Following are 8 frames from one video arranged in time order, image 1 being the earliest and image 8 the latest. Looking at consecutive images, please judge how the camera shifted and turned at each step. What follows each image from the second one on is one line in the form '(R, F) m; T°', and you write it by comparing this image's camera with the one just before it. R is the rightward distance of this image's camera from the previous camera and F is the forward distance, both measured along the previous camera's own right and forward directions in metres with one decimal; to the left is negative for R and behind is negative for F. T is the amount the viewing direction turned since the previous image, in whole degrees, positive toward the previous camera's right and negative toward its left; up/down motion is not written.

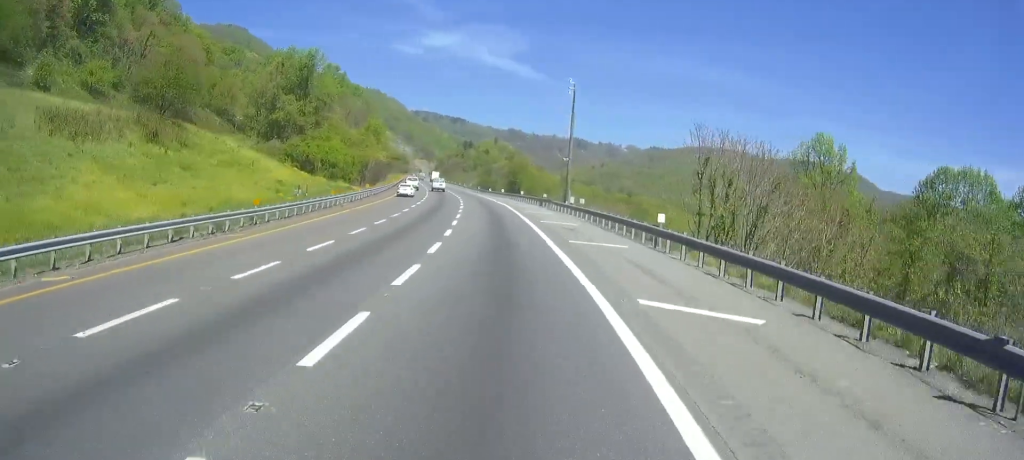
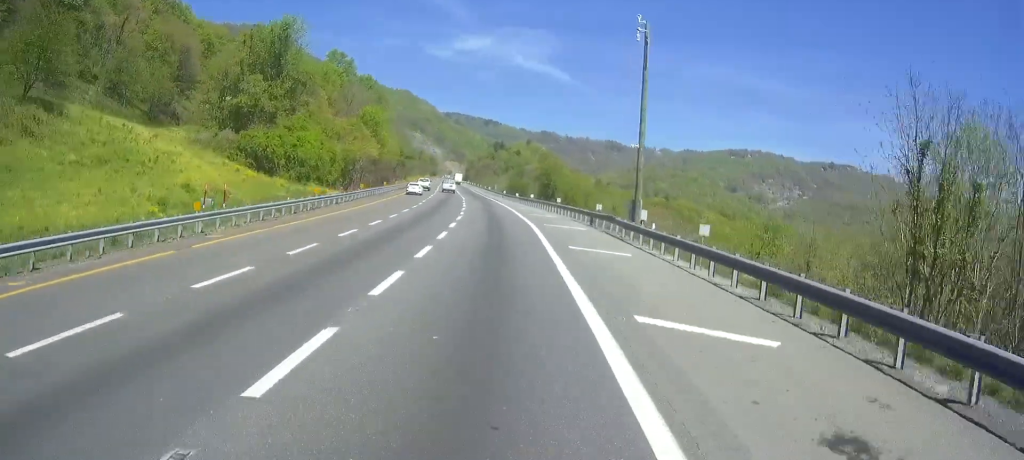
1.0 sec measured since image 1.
(0.0, +25.7) m; 0°
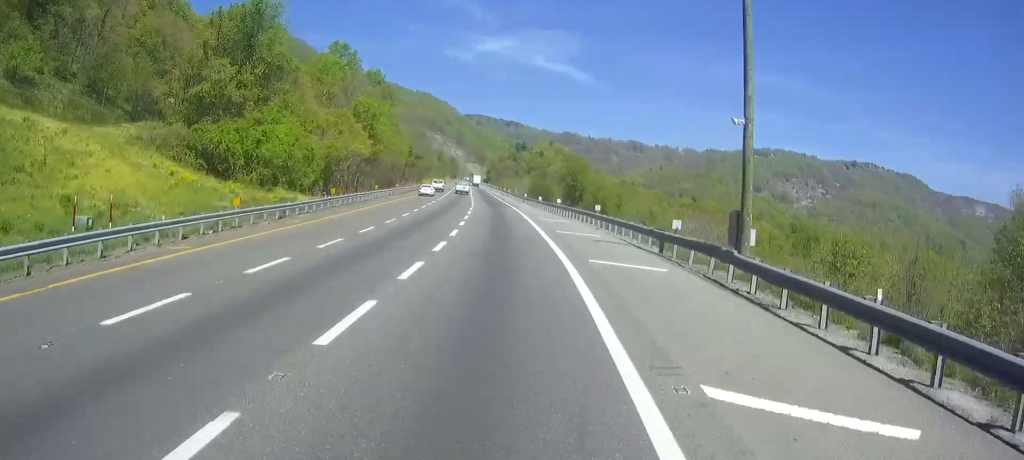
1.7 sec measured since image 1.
(0.0, +15.7) m; -3°
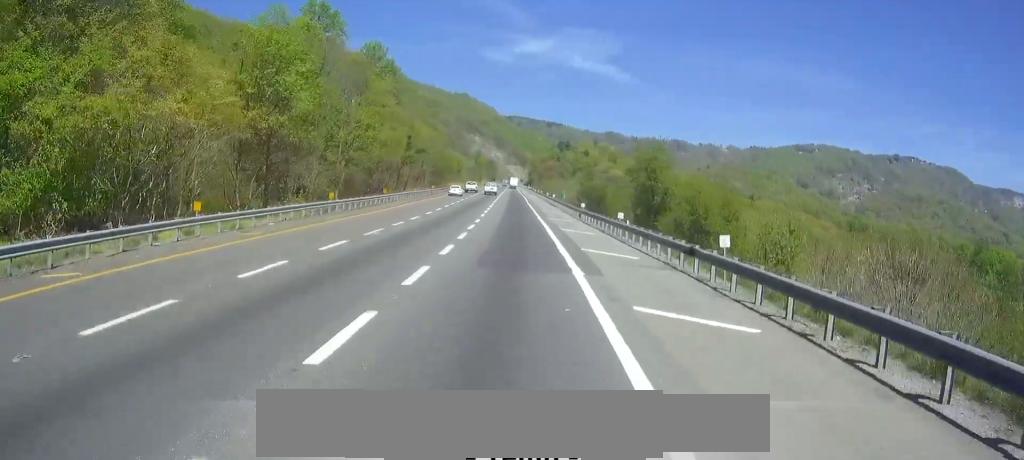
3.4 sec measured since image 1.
(-3.0, +42.8) m; -6°
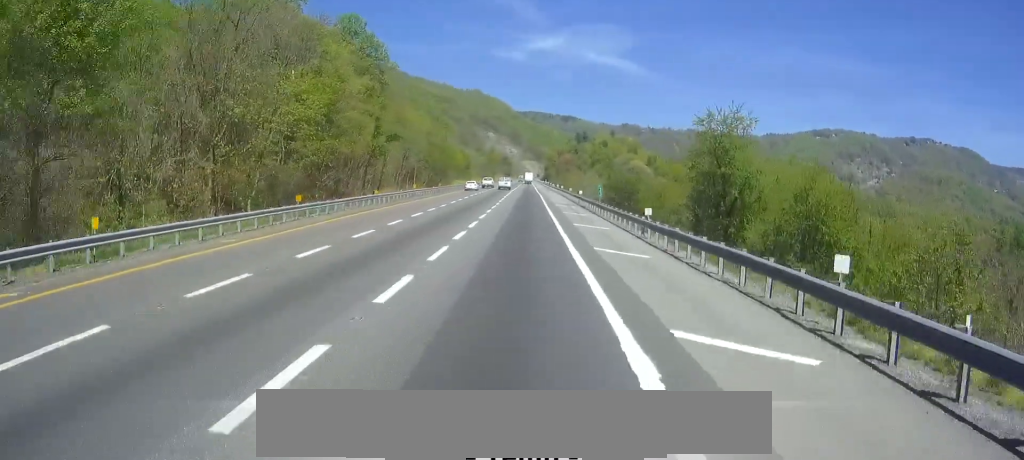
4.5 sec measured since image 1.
(-0.1, +26.5) m; -1°
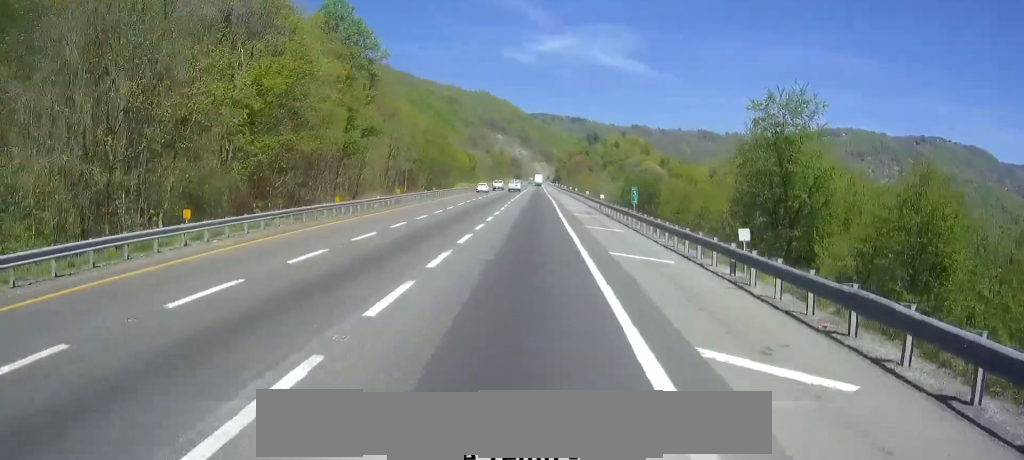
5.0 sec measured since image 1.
(-0.1, +13.3) m; -1°
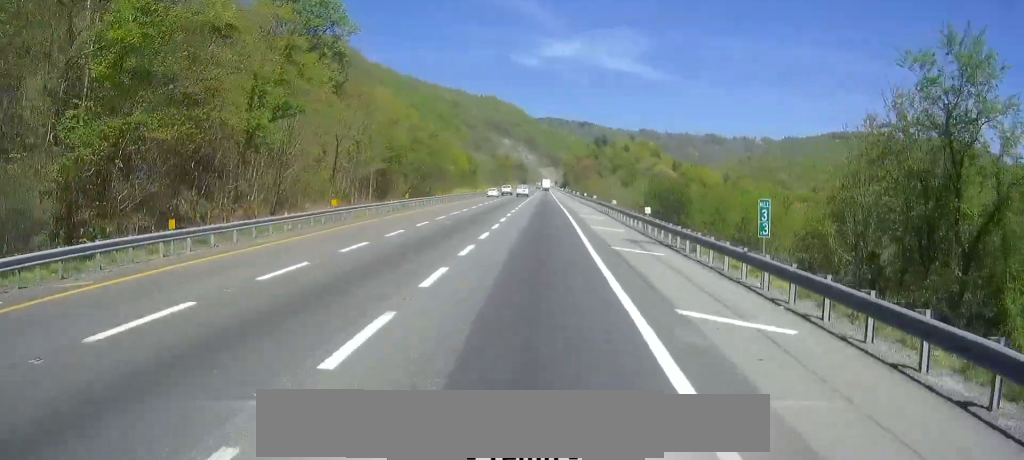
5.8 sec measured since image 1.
(-0.1, +20.8) m; 0°
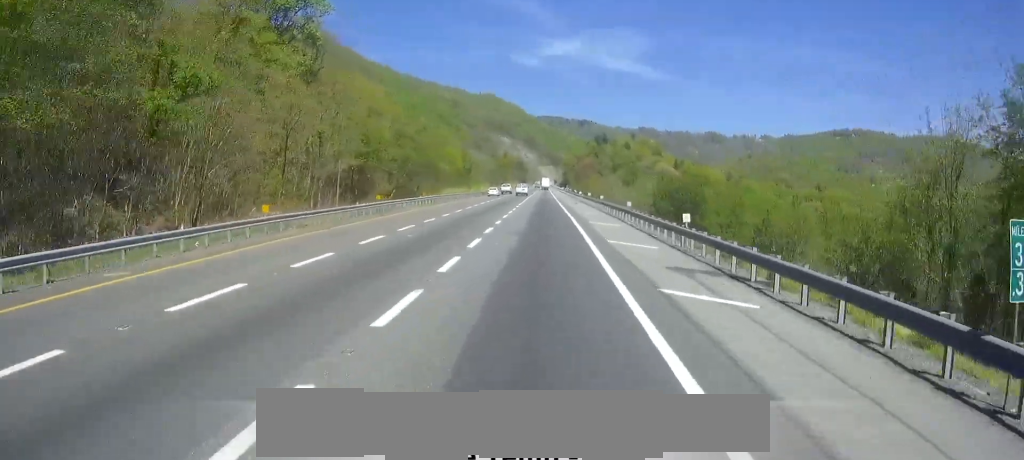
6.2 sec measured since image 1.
(0.0, +10.0) m; 0°
